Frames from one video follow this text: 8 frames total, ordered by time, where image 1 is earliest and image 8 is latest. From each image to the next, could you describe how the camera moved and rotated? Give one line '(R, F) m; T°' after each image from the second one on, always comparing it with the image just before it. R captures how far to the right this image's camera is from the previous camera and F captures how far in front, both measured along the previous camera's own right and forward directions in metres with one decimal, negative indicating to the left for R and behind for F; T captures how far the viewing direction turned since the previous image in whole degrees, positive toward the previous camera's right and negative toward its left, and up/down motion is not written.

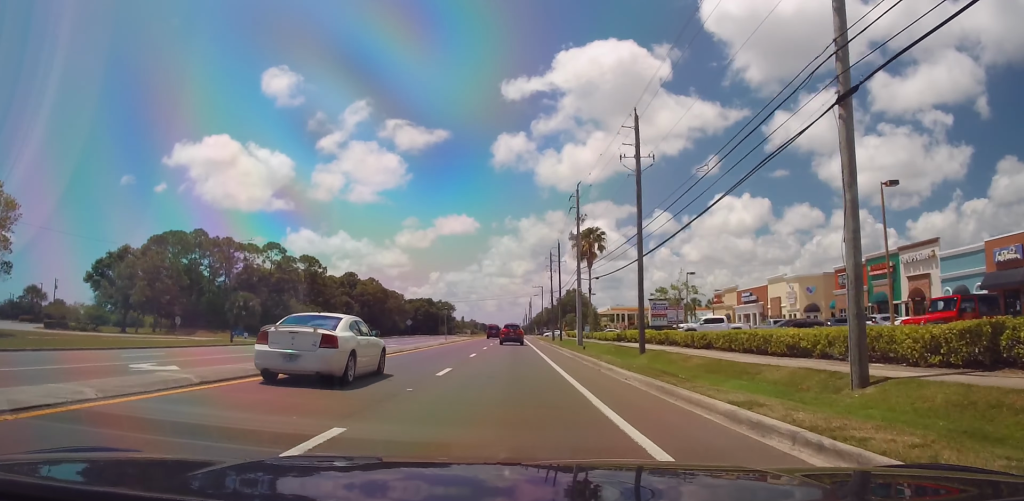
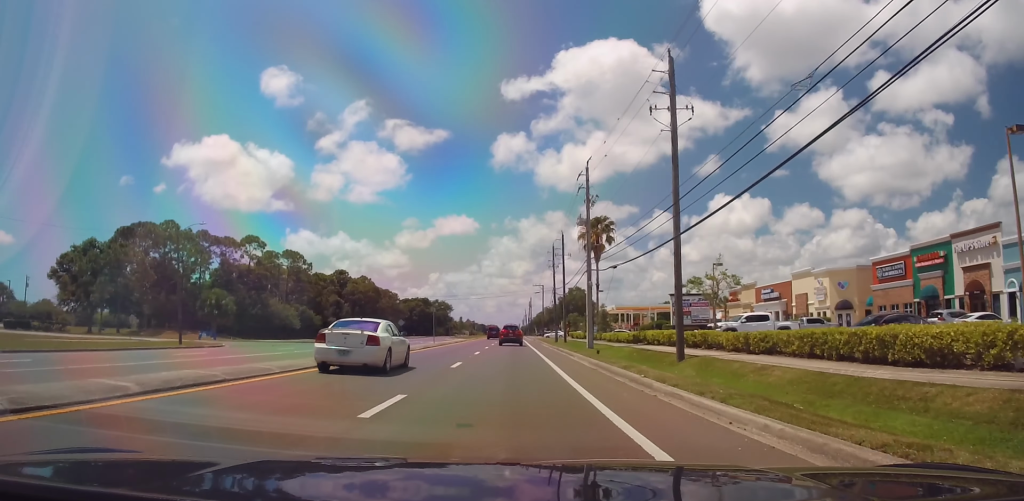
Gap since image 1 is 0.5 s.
(0.0, +8.0) m; 0°
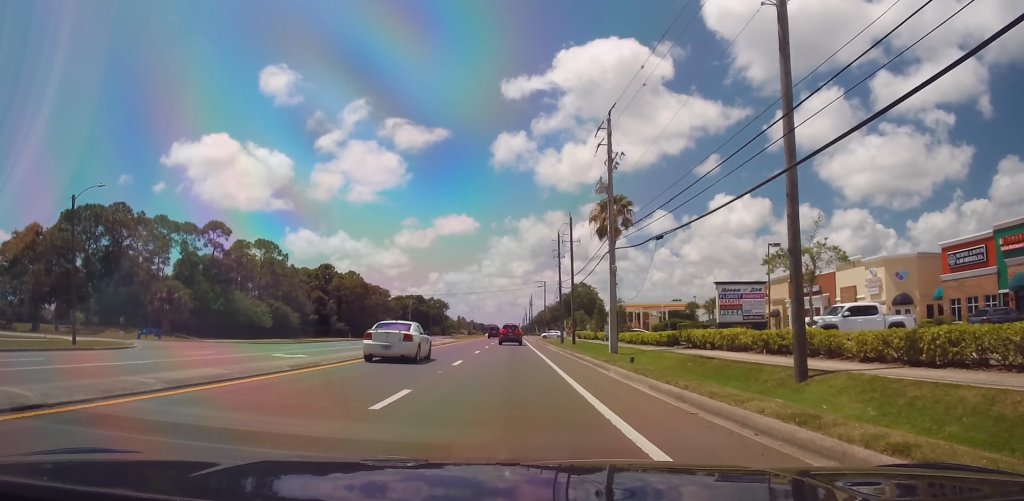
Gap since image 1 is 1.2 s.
(0.0, +11.3) m; 0°
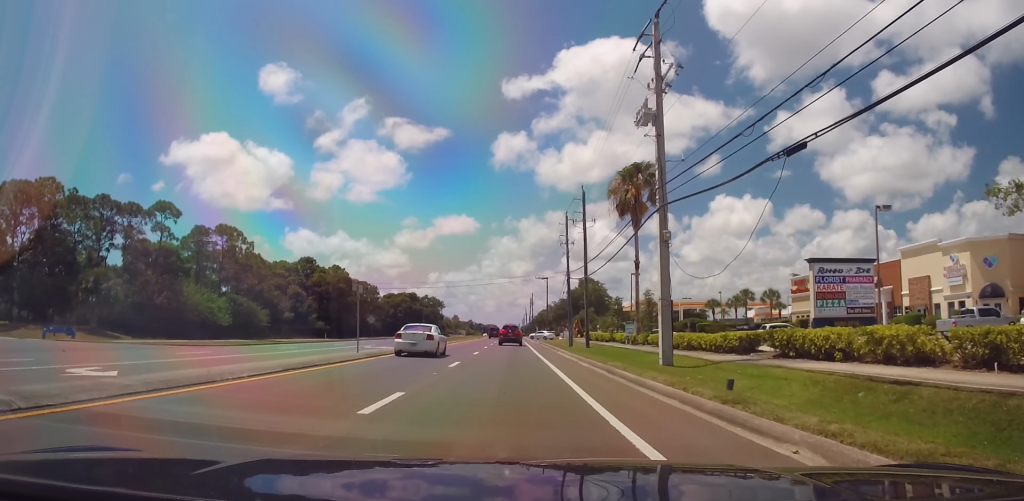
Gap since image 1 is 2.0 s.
(0.0, +12.4) m; 0°
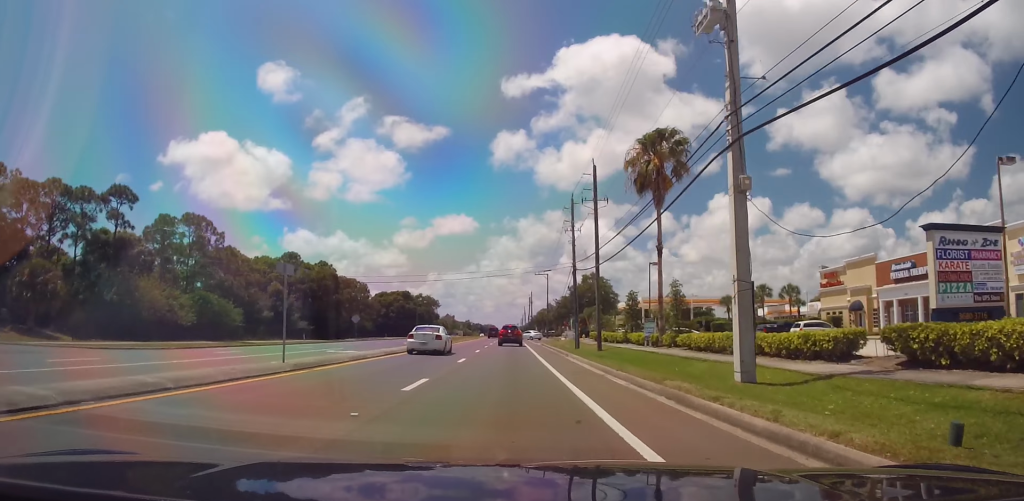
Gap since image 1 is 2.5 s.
(0.0, +8.2) m; 0°
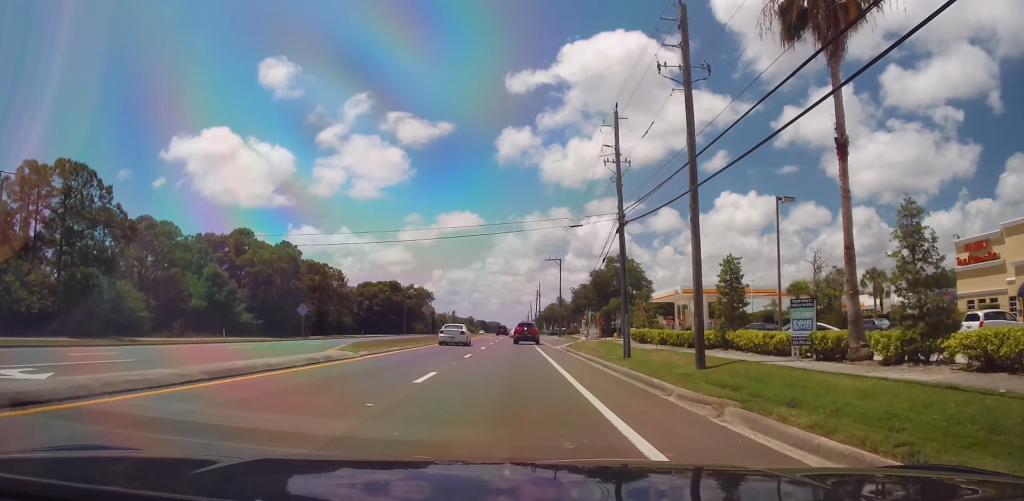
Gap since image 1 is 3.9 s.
(0.0, +23.7) m; 0°
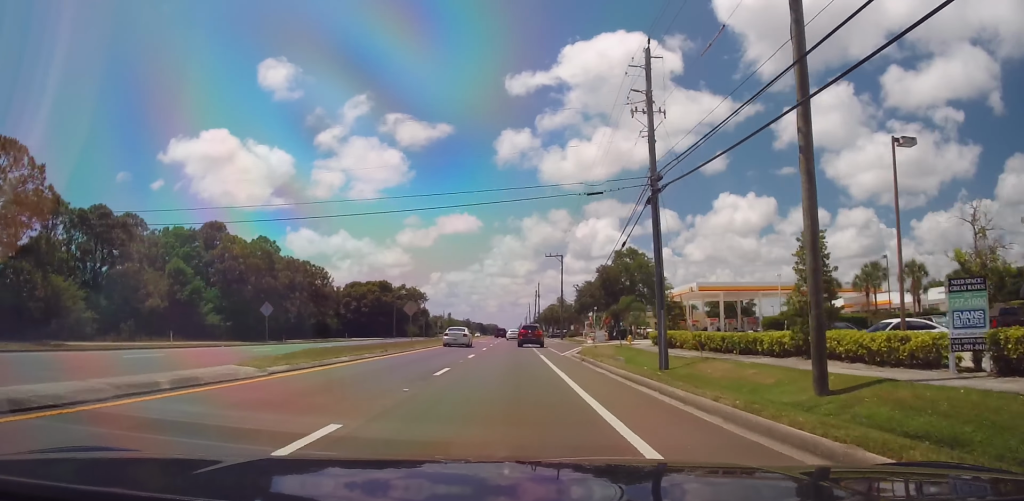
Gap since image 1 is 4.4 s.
(0.0, +8.9) m; -1°
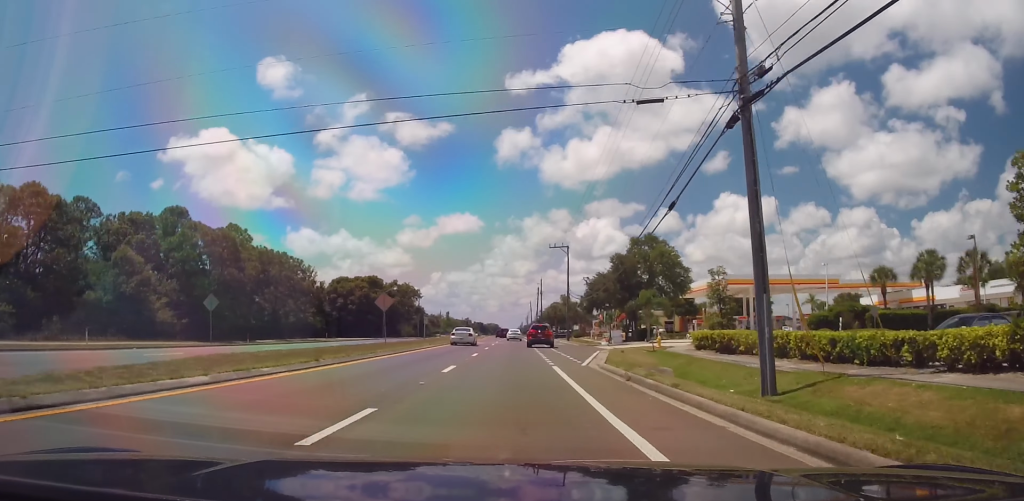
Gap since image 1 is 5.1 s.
(0.0, +10.6) m; -1°
